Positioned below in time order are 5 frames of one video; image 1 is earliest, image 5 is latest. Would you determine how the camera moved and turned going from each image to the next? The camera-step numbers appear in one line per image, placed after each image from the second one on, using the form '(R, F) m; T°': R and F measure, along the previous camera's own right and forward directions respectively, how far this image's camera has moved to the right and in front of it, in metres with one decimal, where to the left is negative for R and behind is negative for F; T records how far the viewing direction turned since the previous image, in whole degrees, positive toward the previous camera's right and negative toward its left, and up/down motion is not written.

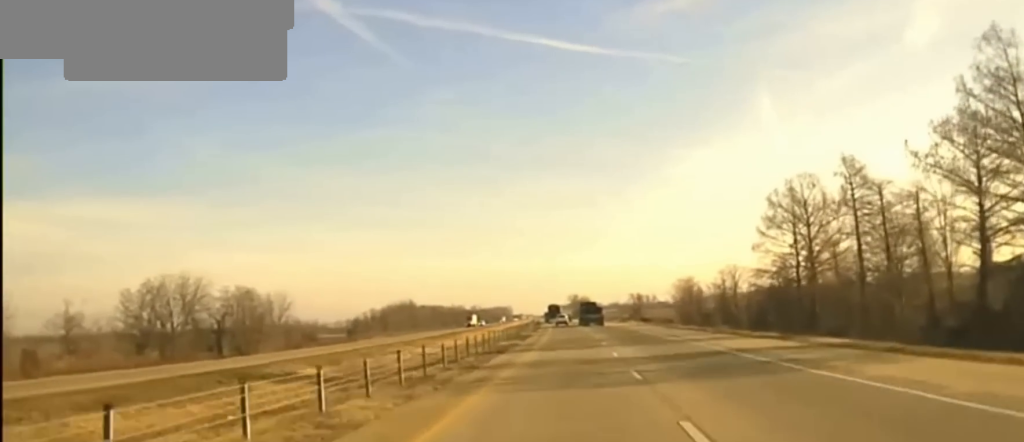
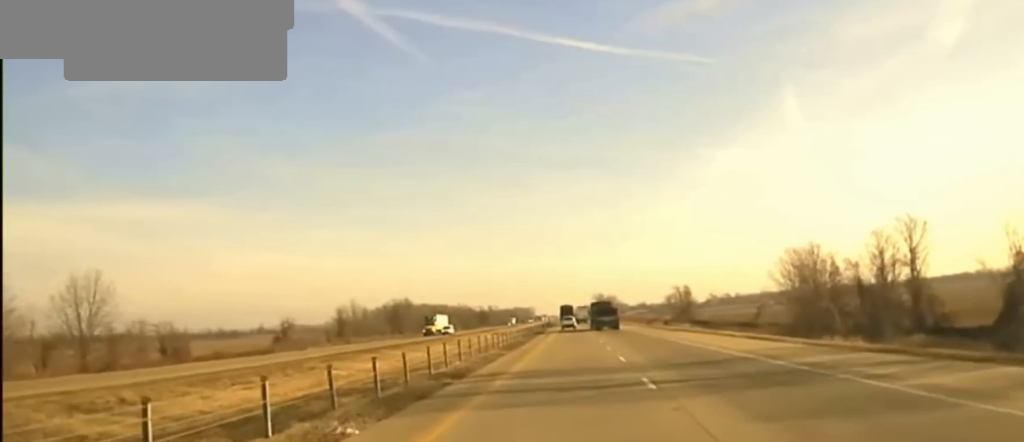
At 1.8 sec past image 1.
(-0.6, +59.4) m; -1°
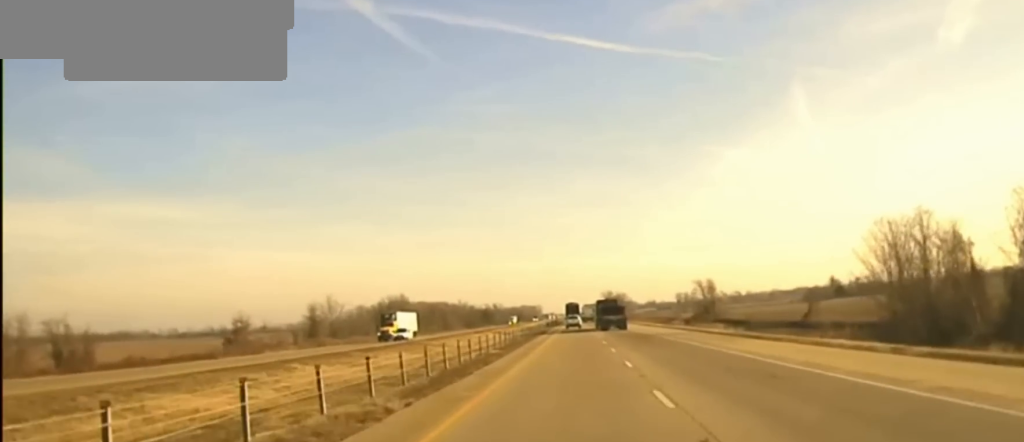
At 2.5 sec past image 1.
(-0.1, +24.1) m; -1°
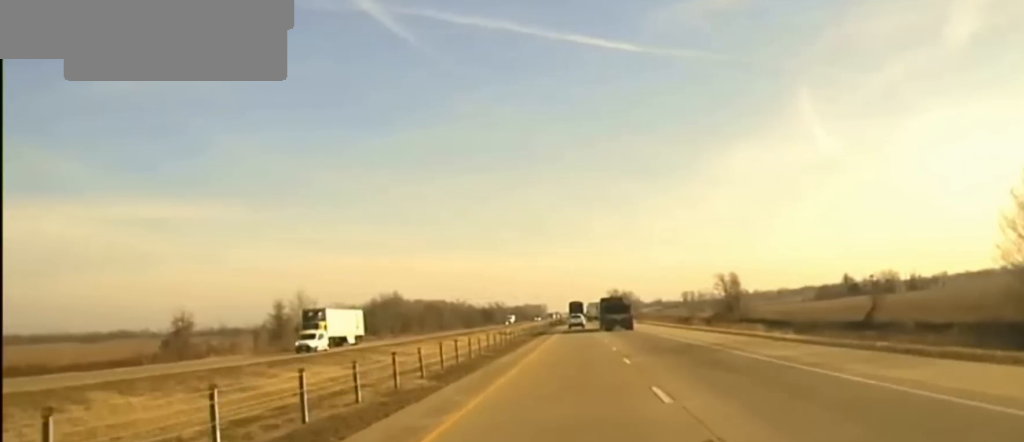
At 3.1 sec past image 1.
(-0.2, +26.5) m; 0°
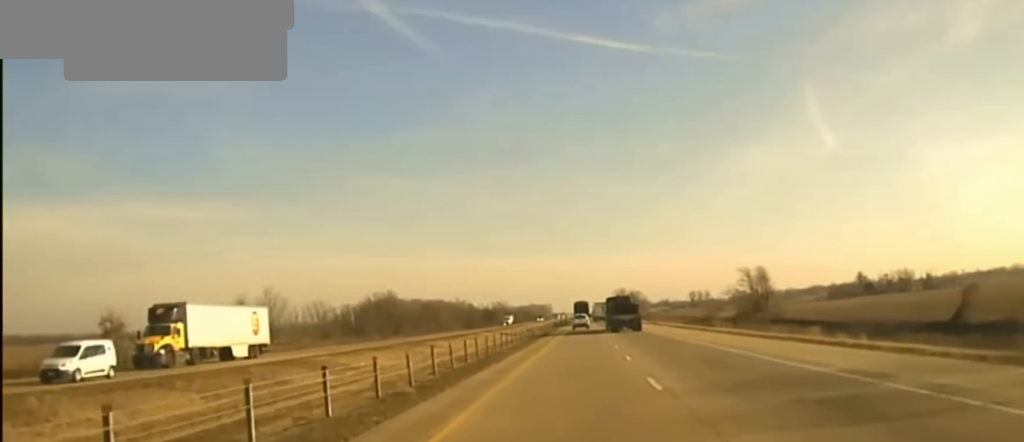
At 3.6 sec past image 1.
(-0.1, +23.3) m; 0°
